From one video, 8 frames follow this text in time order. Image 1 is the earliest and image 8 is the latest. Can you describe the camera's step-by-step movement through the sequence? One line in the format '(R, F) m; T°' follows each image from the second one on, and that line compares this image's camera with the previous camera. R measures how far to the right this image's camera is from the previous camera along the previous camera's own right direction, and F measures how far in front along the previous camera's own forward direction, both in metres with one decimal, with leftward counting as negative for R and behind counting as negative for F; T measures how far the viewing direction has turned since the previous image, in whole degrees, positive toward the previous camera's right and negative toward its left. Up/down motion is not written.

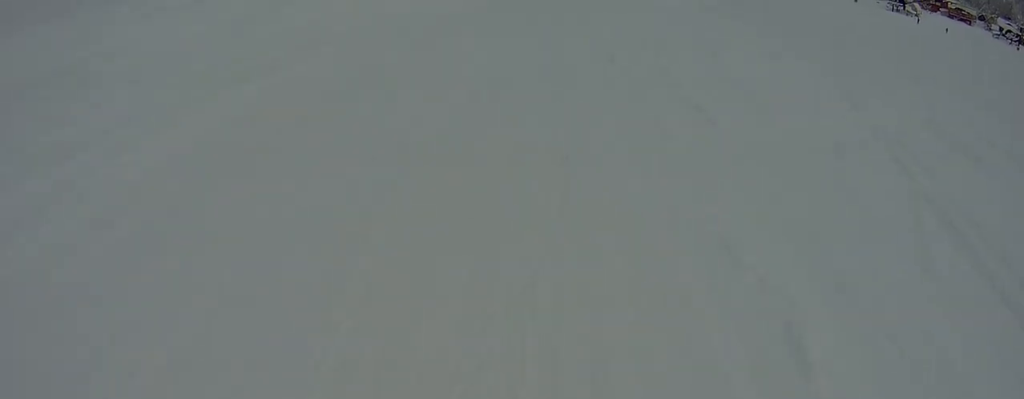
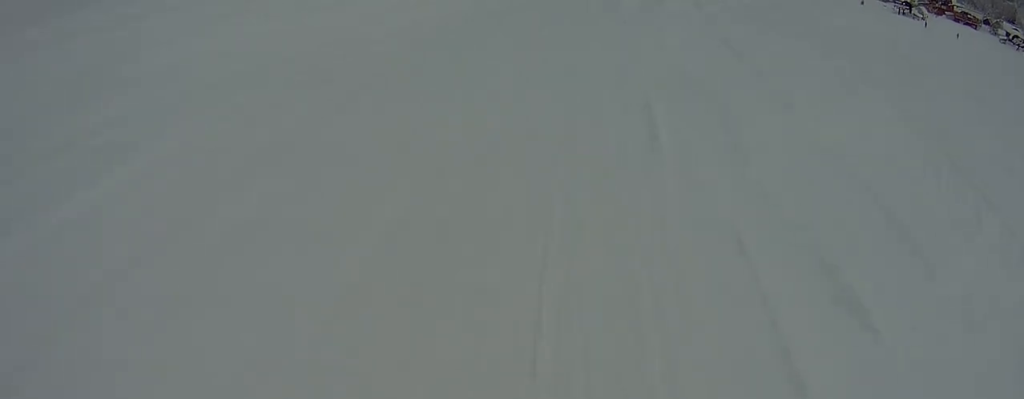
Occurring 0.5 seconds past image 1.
(-0.2, +4.4) m; -3°
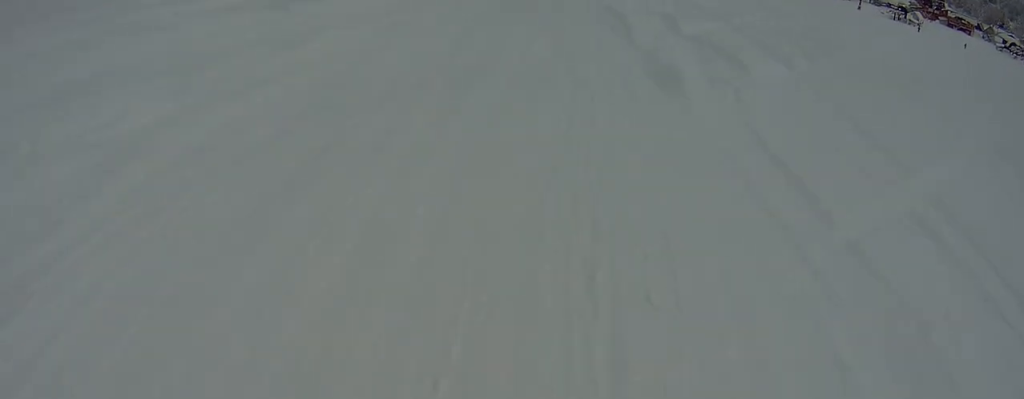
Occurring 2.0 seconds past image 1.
(+1.1, +11.3) m; +10°
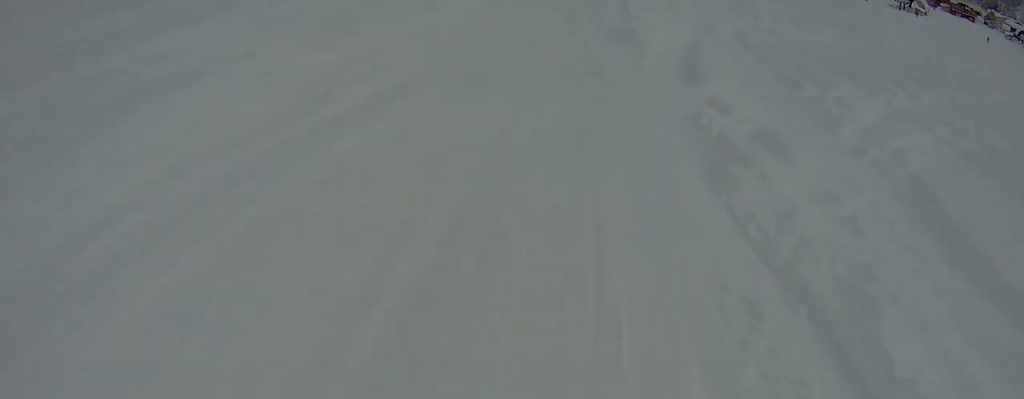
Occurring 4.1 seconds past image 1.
(+0.3, +16.7) m; 0°
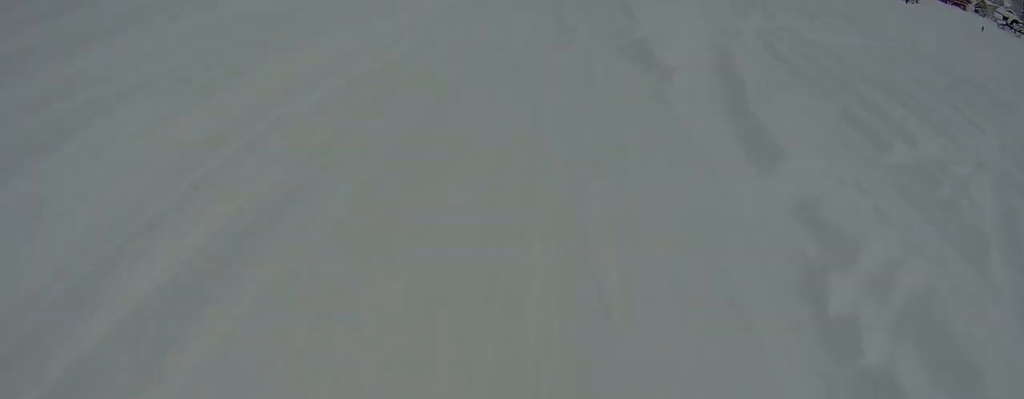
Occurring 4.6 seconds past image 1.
(+0.6, +3.5) m; 0°
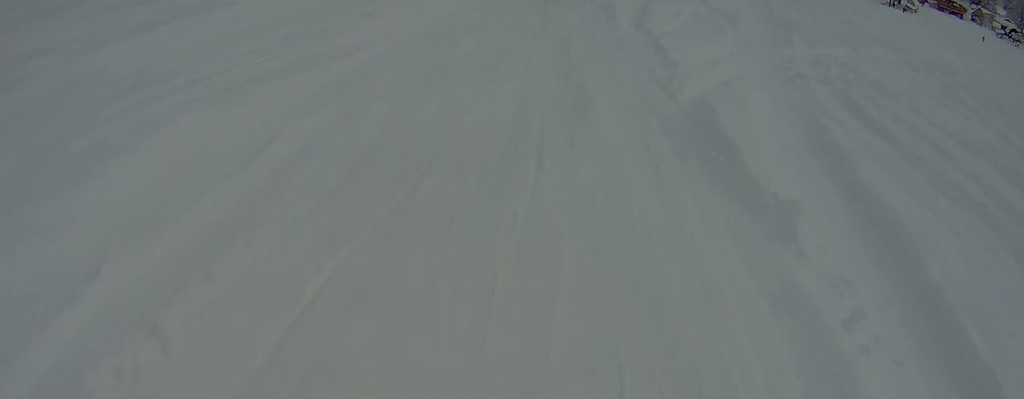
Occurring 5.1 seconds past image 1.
(-0.7, +4.2) m; +1°
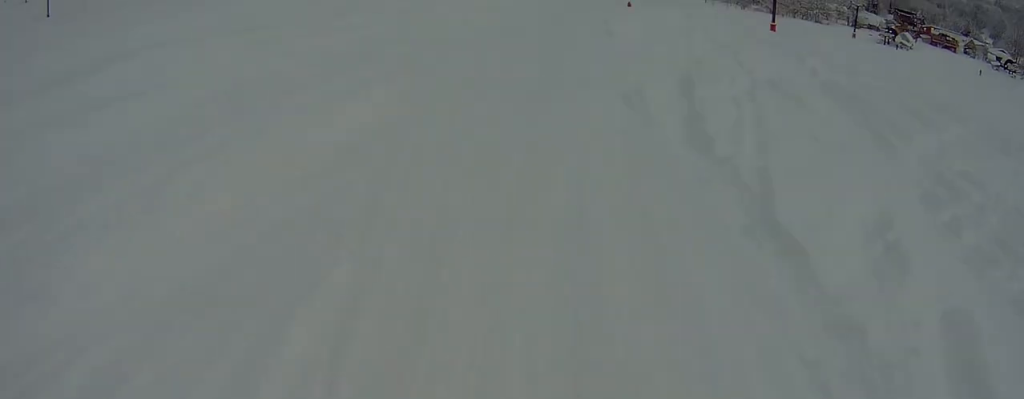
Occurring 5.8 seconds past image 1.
(-0.2, +5.8) m; +3°
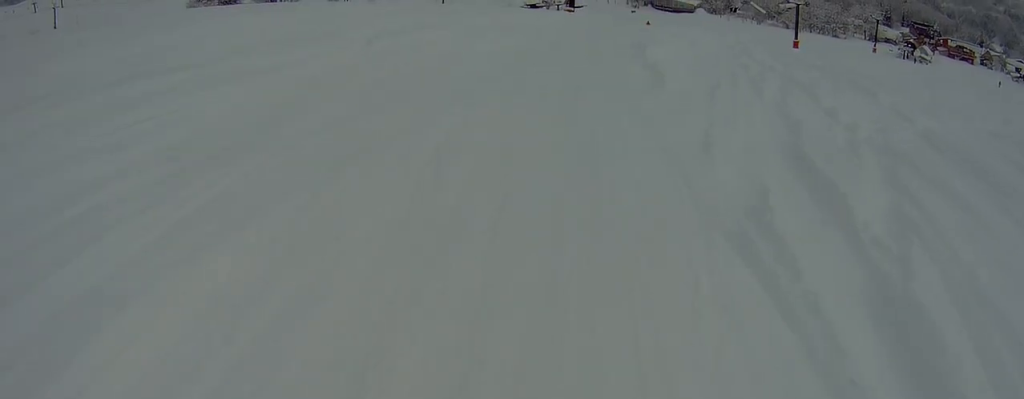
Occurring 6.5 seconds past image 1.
(+0.7, +5.1) m; +7°
